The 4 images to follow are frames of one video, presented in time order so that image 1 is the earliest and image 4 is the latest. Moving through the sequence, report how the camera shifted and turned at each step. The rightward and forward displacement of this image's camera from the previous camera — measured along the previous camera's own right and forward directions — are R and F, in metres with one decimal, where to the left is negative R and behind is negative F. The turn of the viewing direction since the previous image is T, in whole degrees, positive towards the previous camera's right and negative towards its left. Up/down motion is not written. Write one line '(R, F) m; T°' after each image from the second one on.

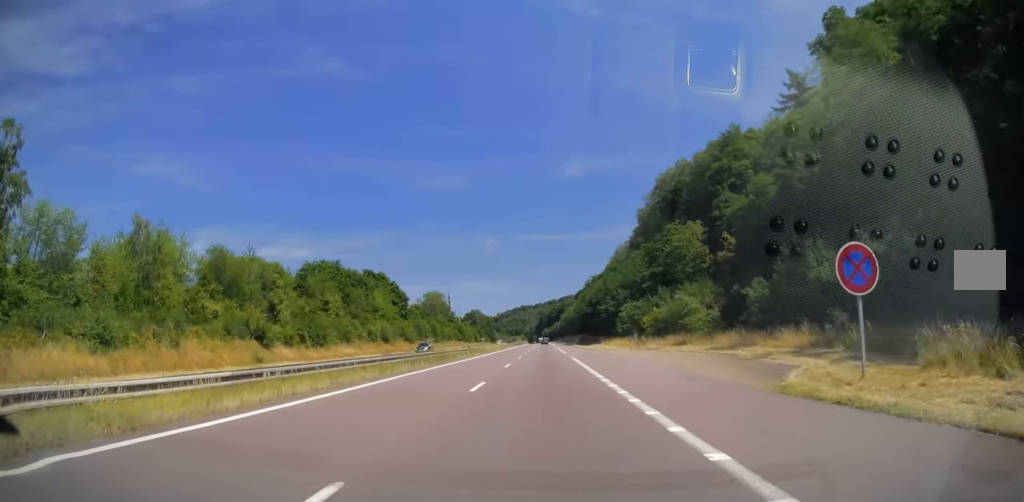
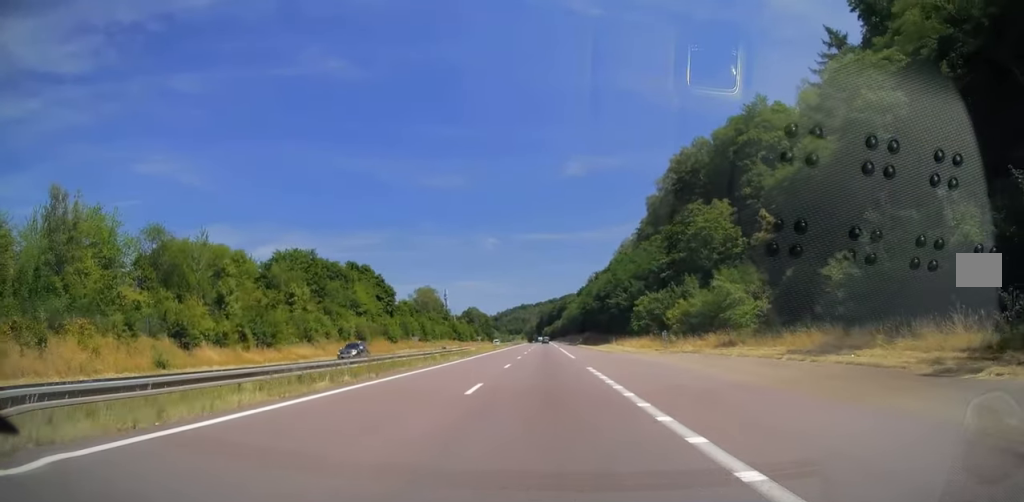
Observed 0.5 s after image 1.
(-0.2, +14.7) m; 0°
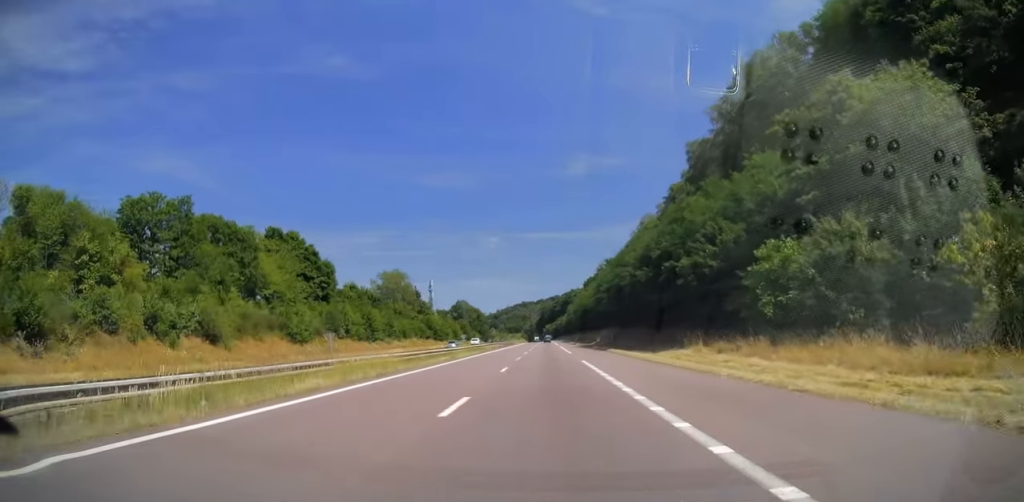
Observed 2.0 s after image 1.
(-0.3, +44.7) m; 0°
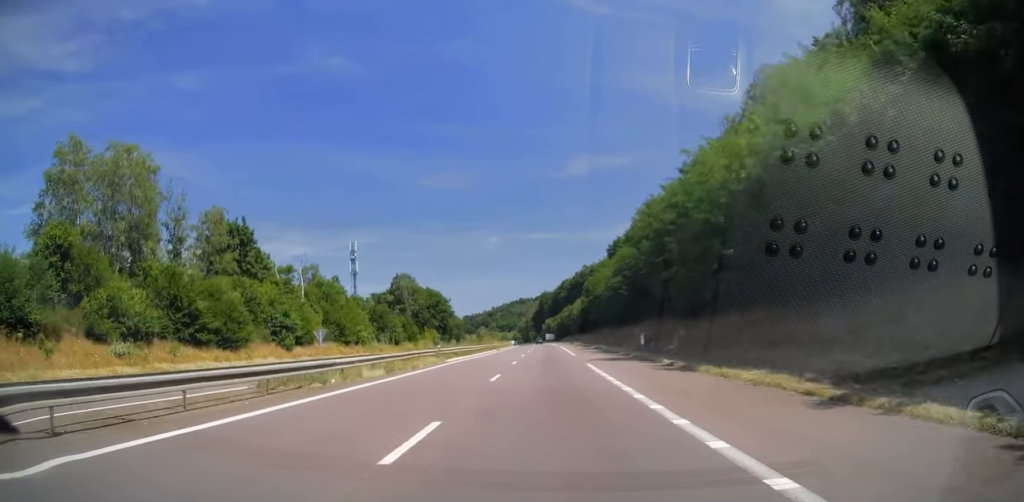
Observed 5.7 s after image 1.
(-0.1, +108.0) m; 0°
